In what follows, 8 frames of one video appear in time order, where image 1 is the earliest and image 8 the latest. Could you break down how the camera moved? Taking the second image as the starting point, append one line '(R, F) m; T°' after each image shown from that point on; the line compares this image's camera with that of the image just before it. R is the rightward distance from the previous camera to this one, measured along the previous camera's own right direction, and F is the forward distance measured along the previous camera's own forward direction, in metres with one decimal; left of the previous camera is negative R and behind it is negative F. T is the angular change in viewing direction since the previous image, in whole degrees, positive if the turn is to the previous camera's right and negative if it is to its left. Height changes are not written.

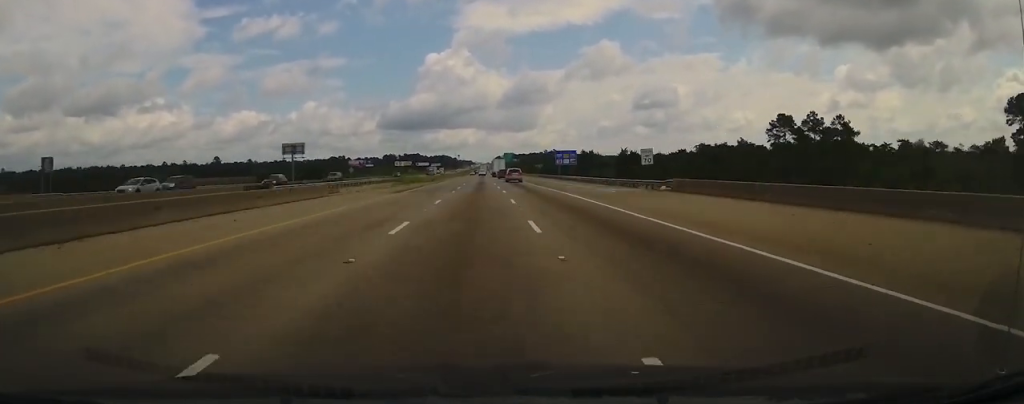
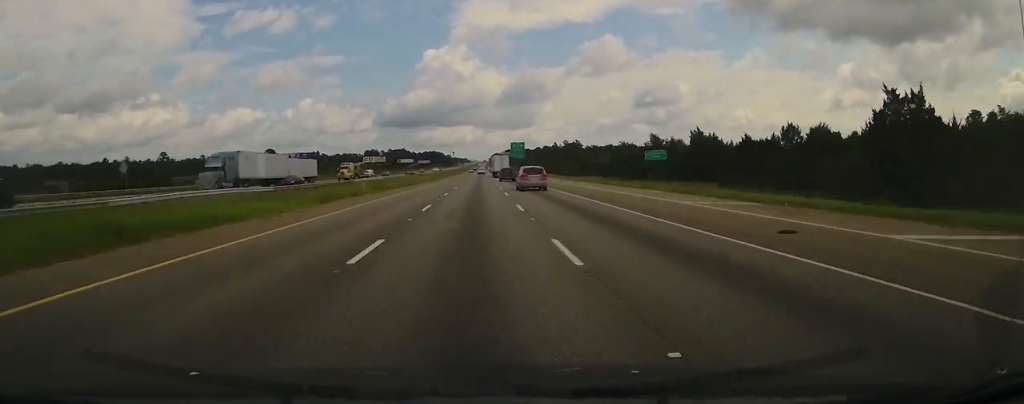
(+0.4, +123.5) m; 0°
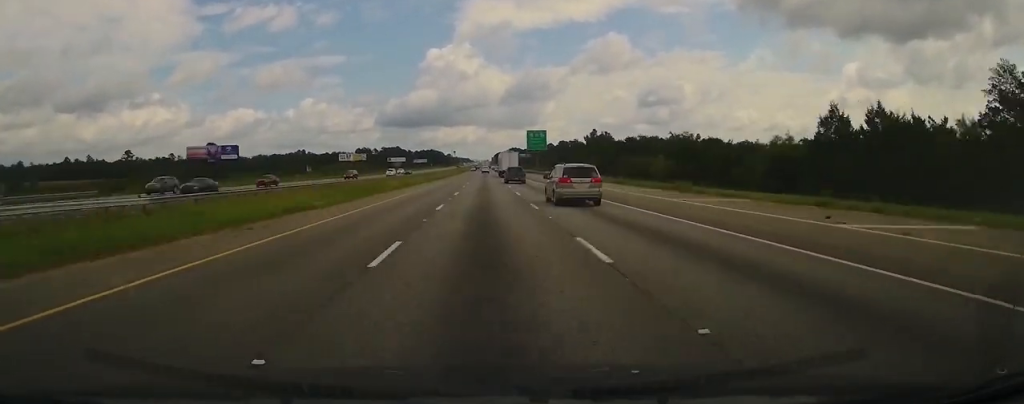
(-0.2, +72.4) m; 0°
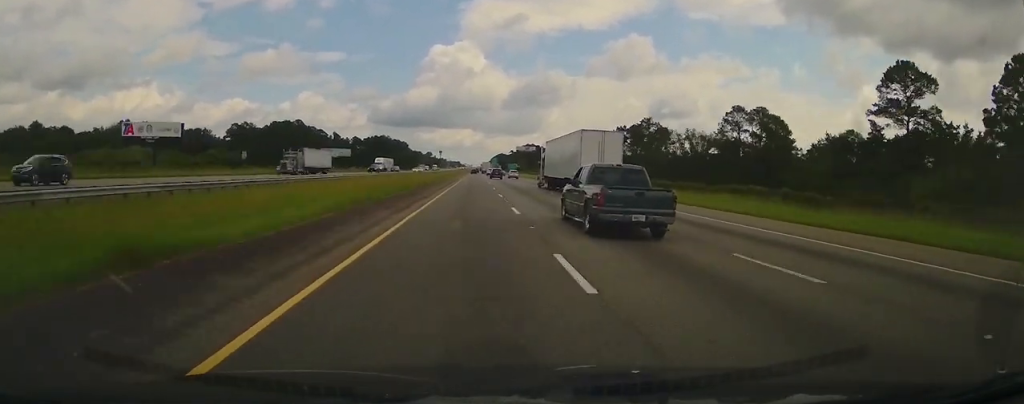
(+0.3, +361.6) m; 0°
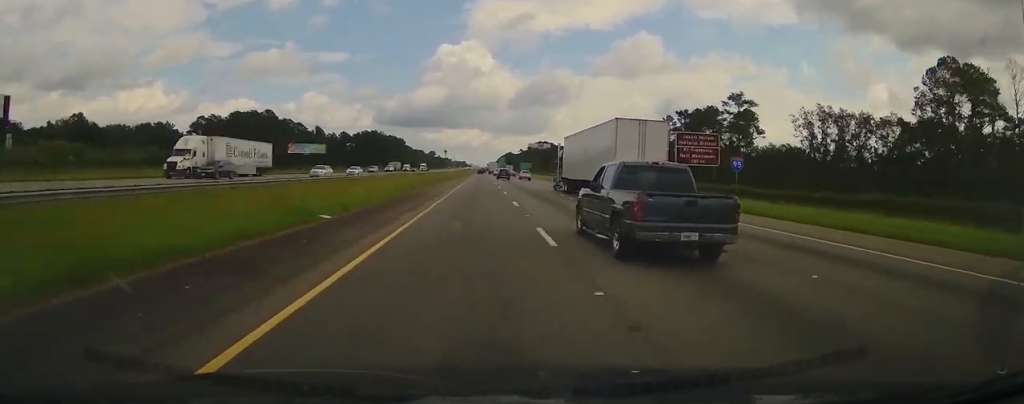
(+0.3, +54.7) m; 0°
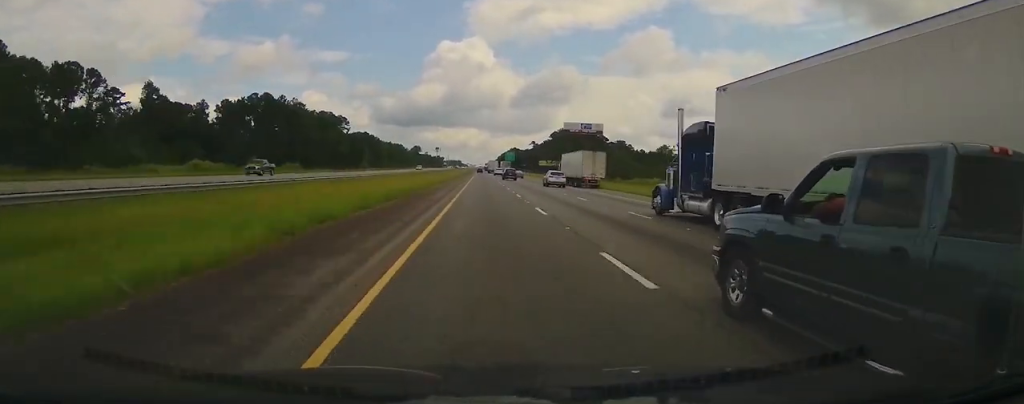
(+0.2, +163.0) m; 0°
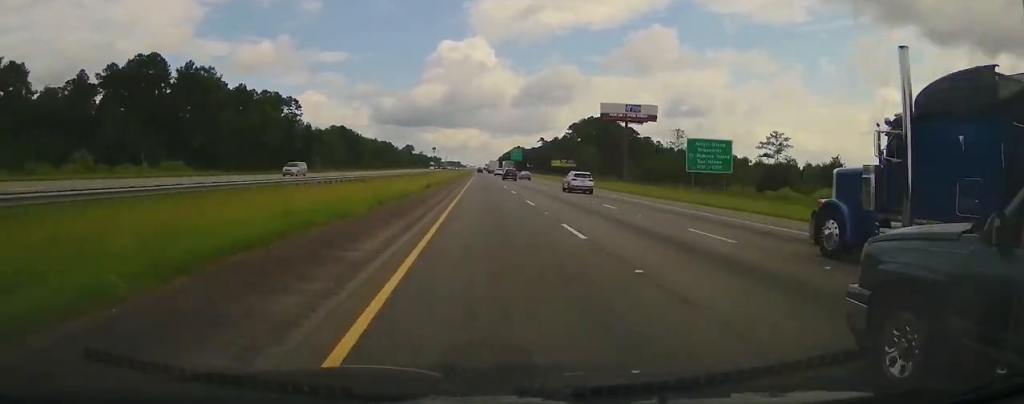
(+0.6, +61.1) m; 0°
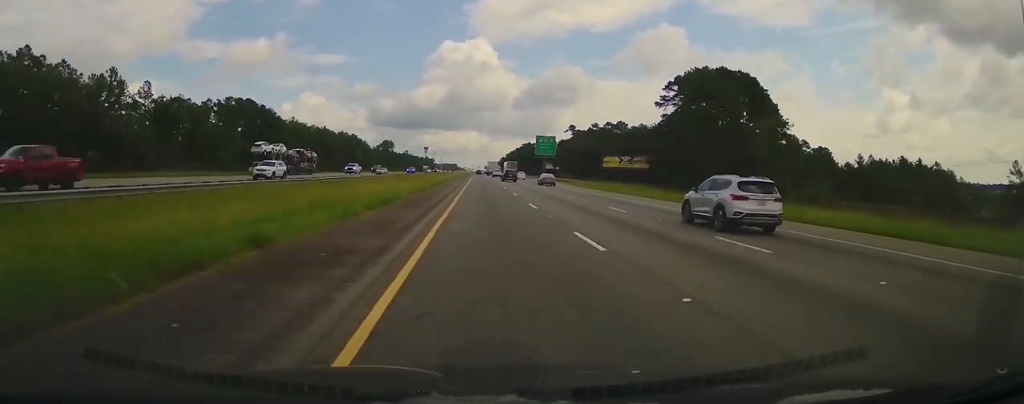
(-1.0, +111.8) m; -1°
